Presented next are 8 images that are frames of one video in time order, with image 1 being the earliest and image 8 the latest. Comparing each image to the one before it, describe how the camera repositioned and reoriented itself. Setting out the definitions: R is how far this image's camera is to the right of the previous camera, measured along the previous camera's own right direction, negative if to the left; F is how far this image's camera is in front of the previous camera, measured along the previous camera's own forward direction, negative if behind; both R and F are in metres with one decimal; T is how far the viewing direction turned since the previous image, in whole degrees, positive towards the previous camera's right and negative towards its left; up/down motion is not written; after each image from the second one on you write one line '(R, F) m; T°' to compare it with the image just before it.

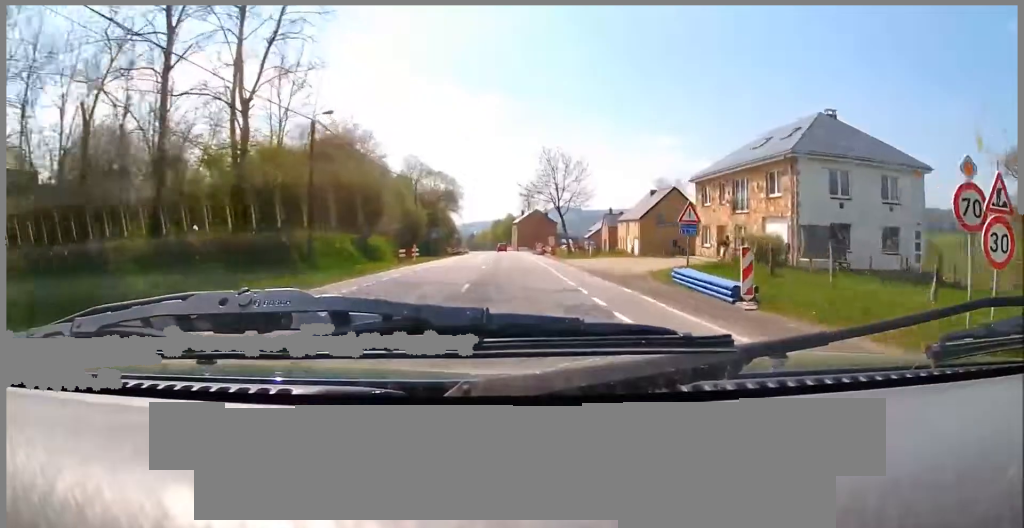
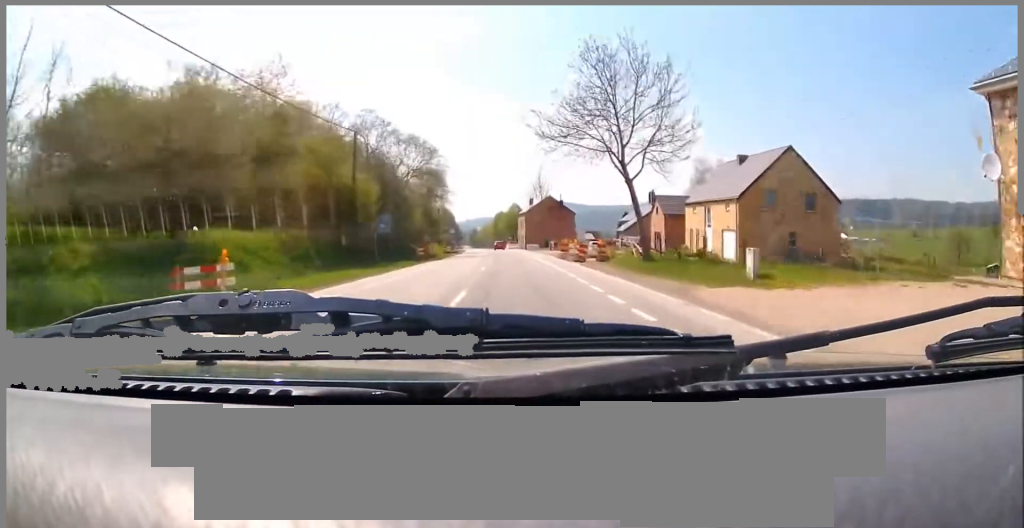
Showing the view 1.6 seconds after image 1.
(+0.5, +29.4) m; 0°
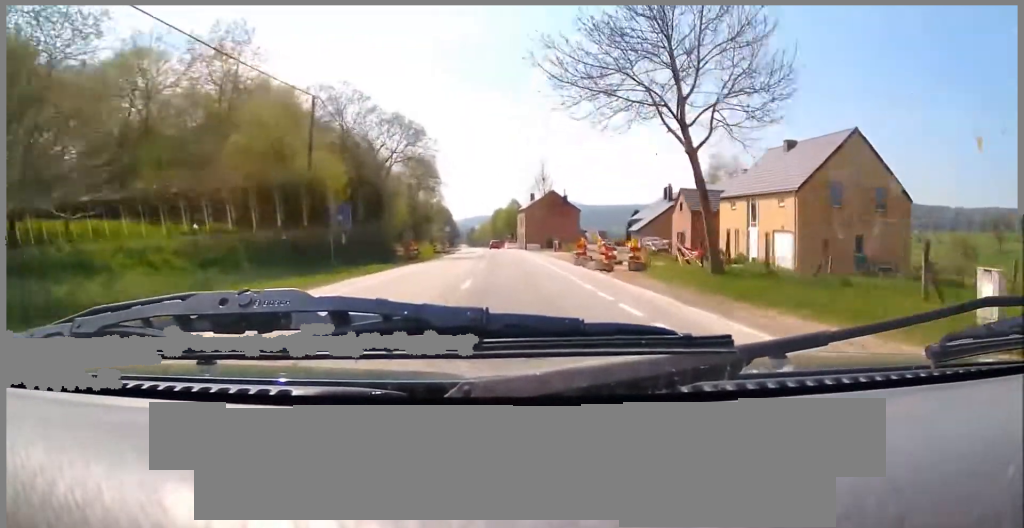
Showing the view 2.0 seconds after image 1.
(0.0, +9.1) m; -1°
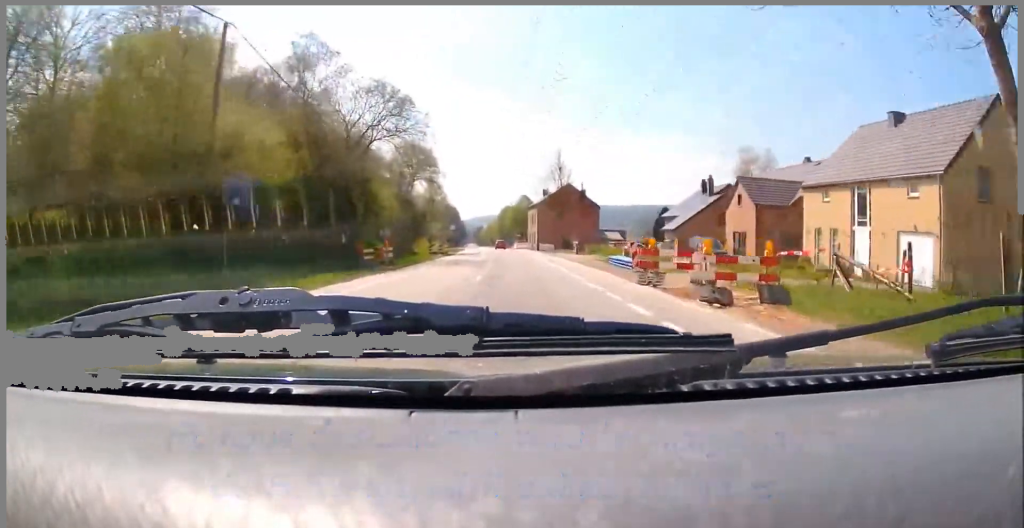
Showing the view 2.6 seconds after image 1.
(-0.2, +12.1) m; -2°
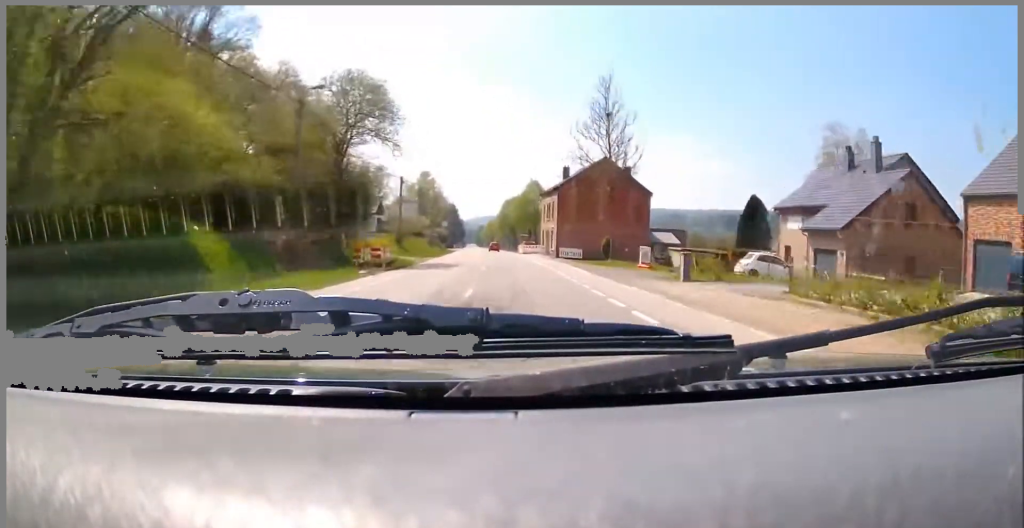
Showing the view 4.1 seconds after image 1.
(-1.2, +30.1) m; -4°
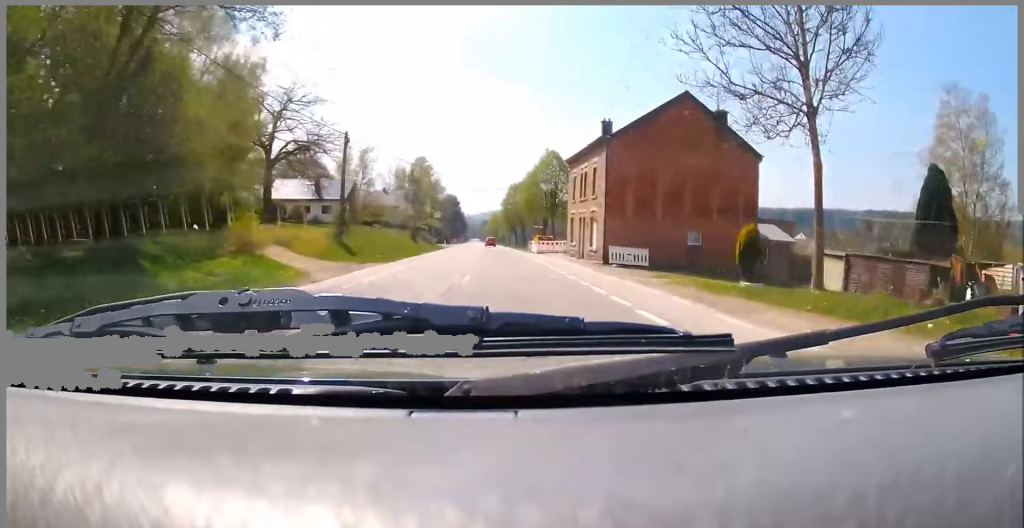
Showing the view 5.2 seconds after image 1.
(-0.2, +25.3) m; +2°
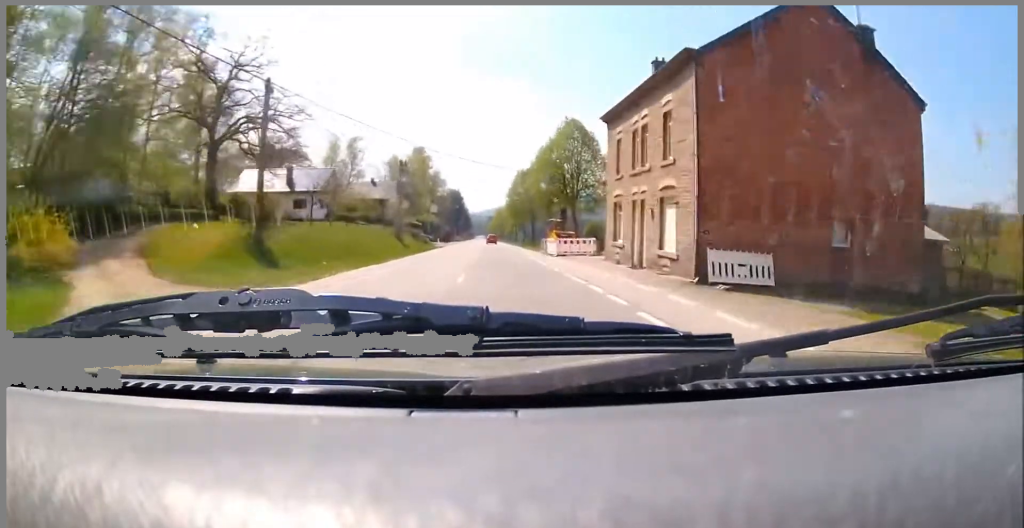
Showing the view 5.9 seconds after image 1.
(+0.6, +15.0) m; +2°
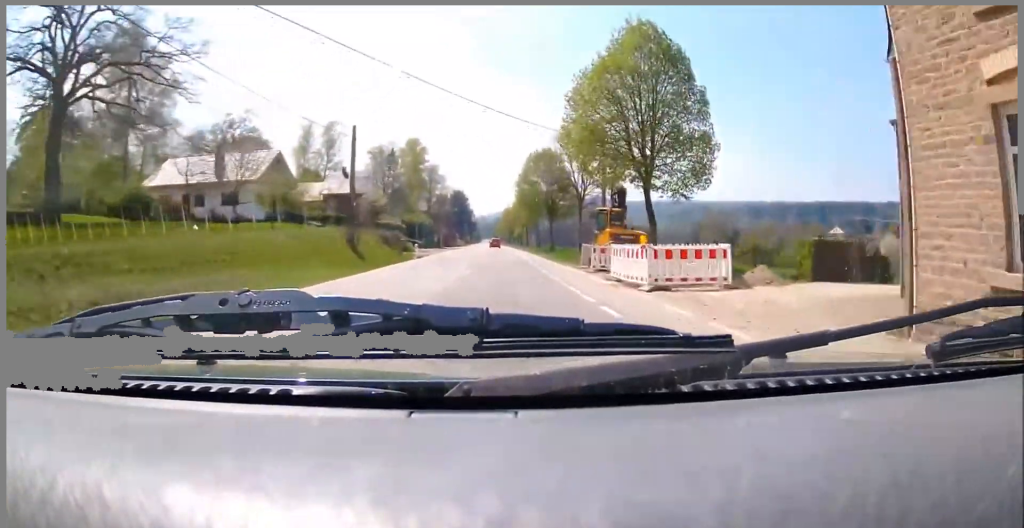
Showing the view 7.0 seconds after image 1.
(-0.2, +22.4) m; -2°
